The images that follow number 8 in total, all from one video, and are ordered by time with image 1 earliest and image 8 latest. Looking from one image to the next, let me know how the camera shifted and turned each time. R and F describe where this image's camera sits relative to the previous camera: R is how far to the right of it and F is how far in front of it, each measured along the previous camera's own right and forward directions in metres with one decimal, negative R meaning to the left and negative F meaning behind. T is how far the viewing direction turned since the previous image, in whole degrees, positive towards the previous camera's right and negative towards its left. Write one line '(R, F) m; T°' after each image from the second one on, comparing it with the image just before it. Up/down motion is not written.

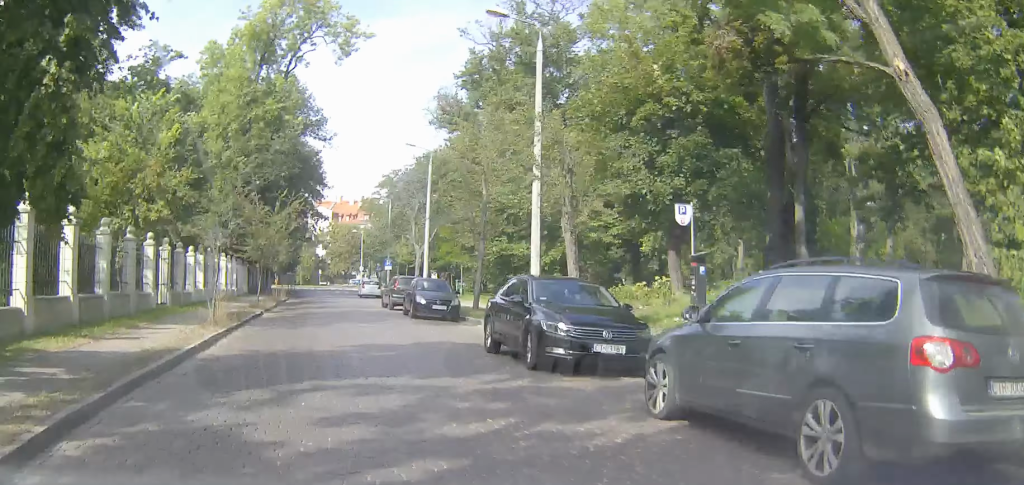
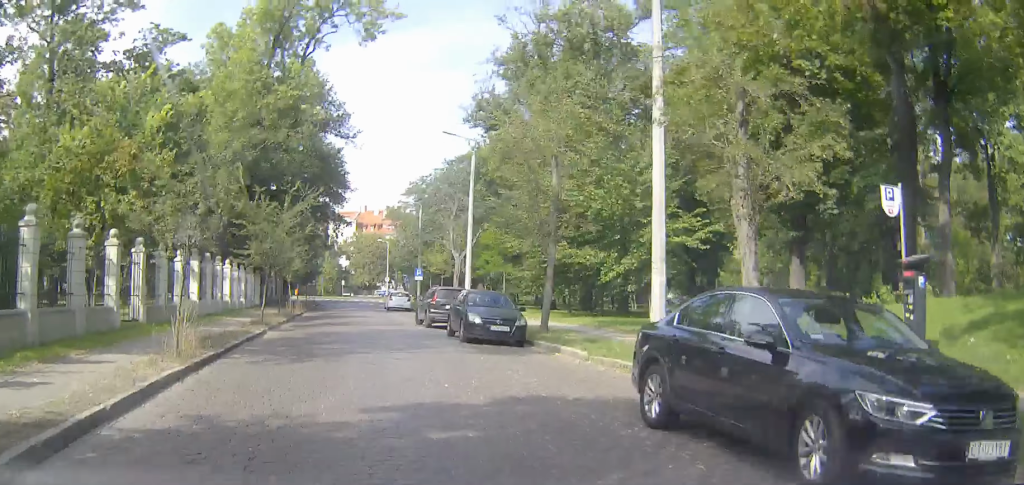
(0.0, +7.5) m; -1°
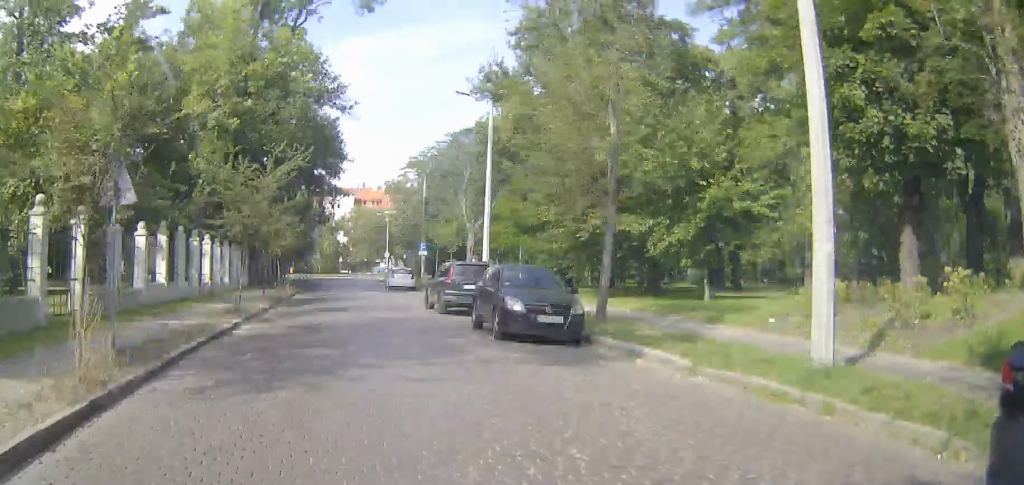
(-0.1, +5.8) m; -1°
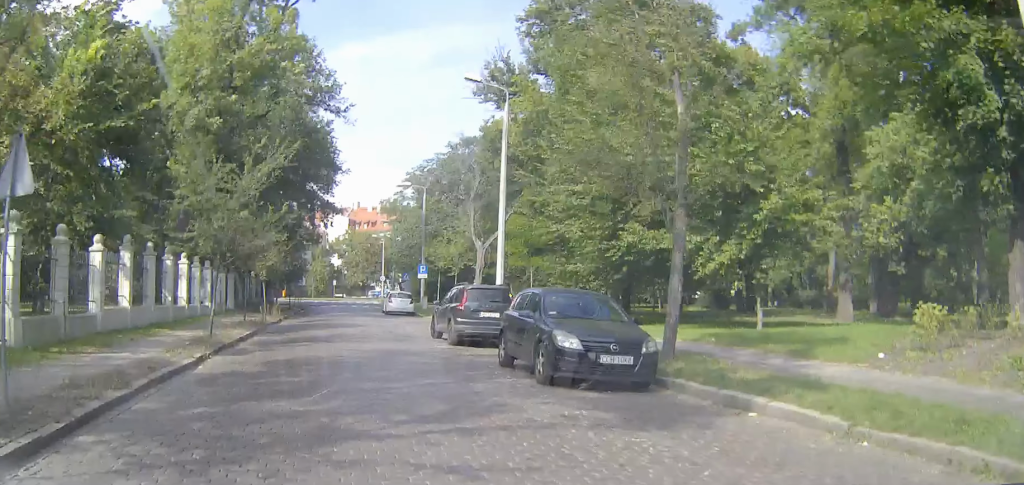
(-0.1, +4.3) m; -1°
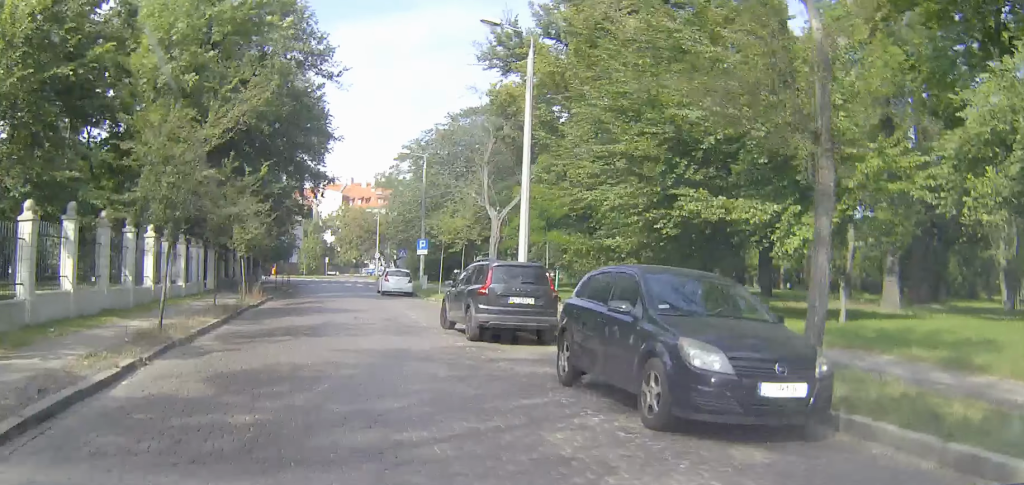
(0.0, +4.9) m; -1°
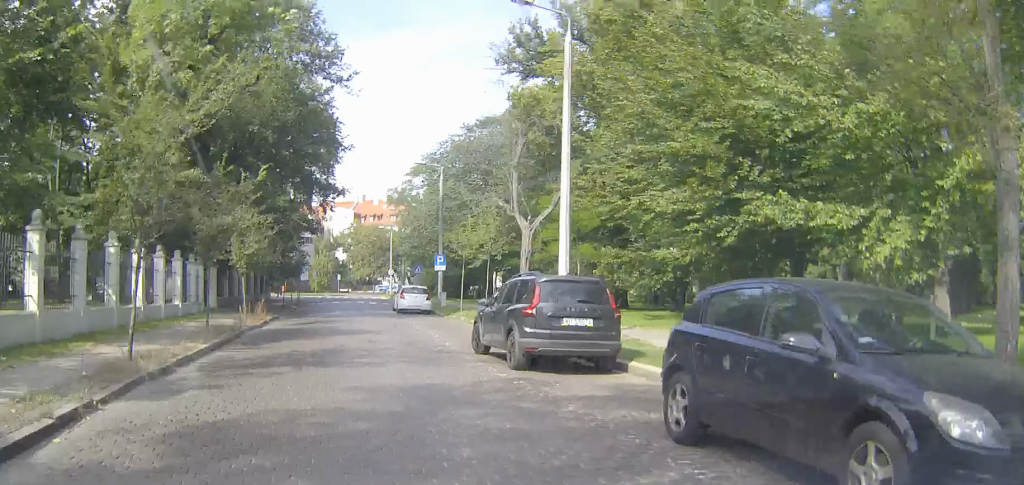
(0.0, +3.1) m; -1°
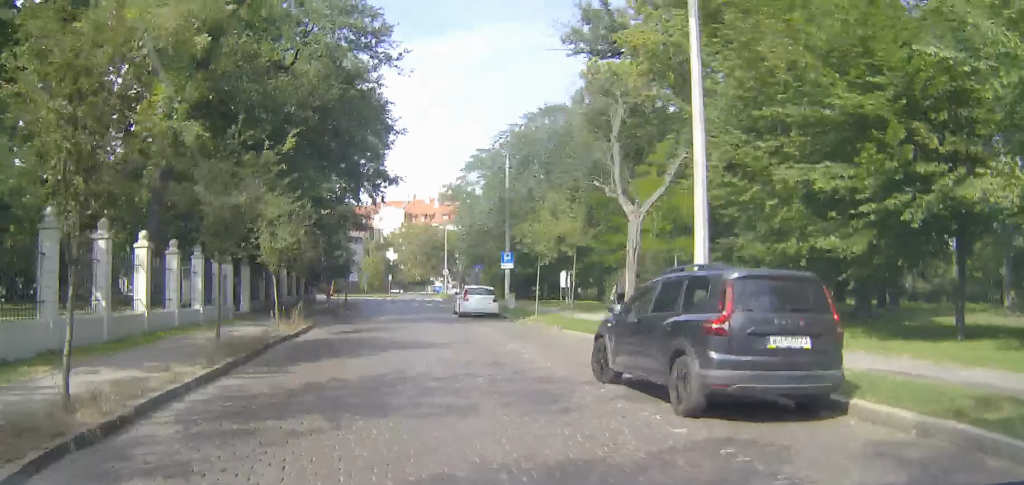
(-0.1, +5.0) m; -1°
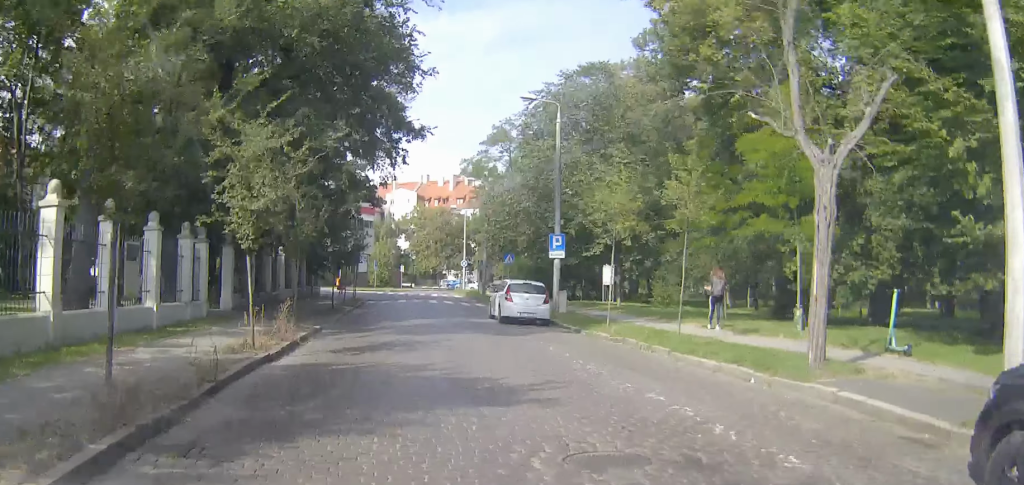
(0.0, +7.5) m; +2°
